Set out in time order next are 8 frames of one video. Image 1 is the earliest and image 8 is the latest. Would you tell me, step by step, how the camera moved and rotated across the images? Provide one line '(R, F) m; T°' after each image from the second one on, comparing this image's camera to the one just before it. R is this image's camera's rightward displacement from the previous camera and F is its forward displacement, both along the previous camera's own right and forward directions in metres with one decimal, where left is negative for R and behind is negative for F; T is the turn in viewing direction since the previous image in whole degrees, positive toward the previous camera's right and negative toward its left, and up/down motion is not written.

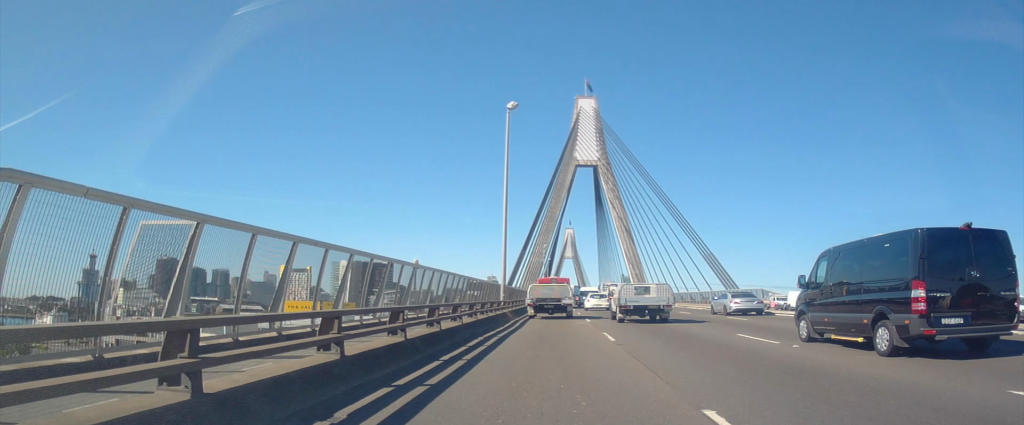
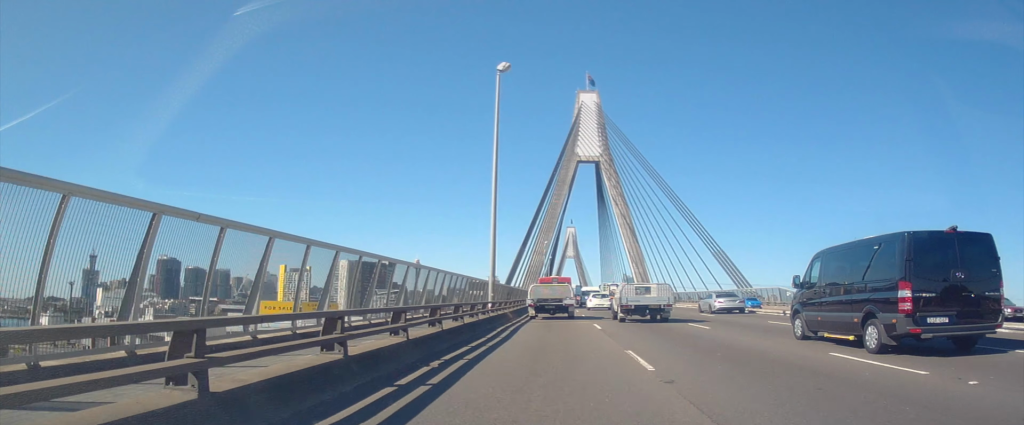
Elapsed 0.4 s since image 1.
(+0.1, +6.6) m; -1°
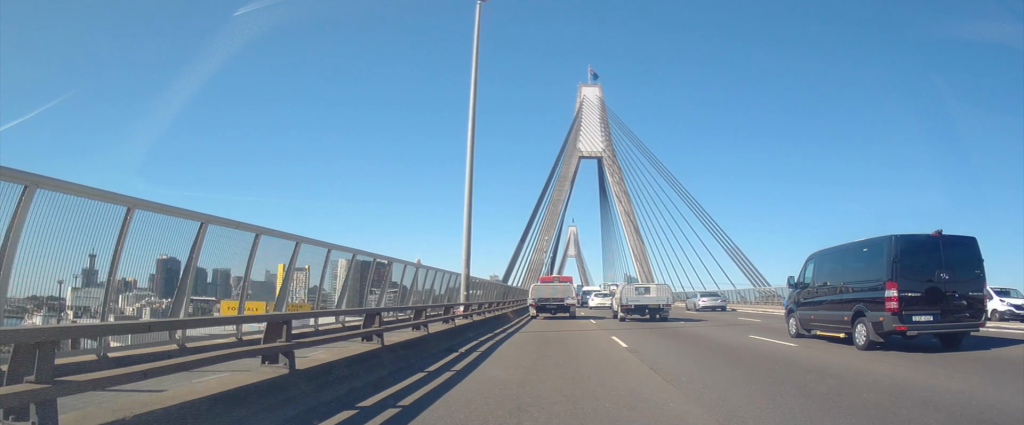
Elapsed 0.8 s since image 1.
(-0.2, +7.3) m; 0°
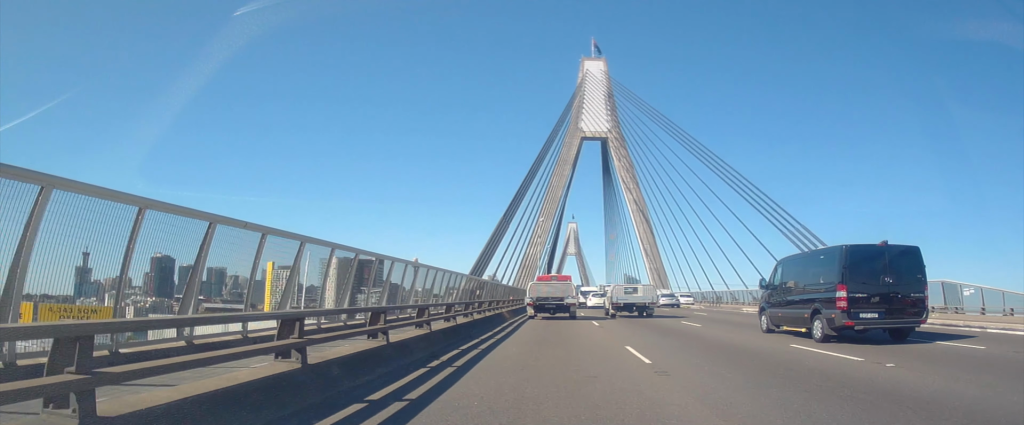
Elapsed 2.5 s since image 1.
(+0.4, +27.4) m; +1°
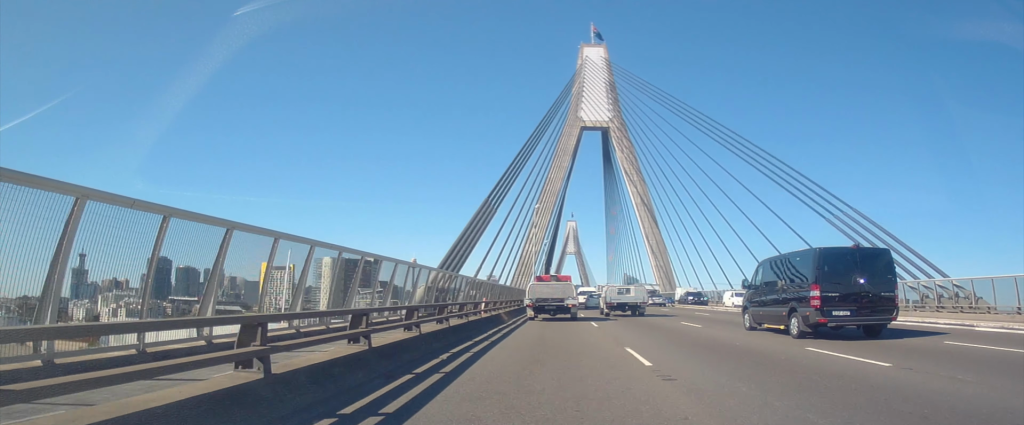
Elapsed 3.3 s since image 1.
(-0.4, +12.9) m; 0°
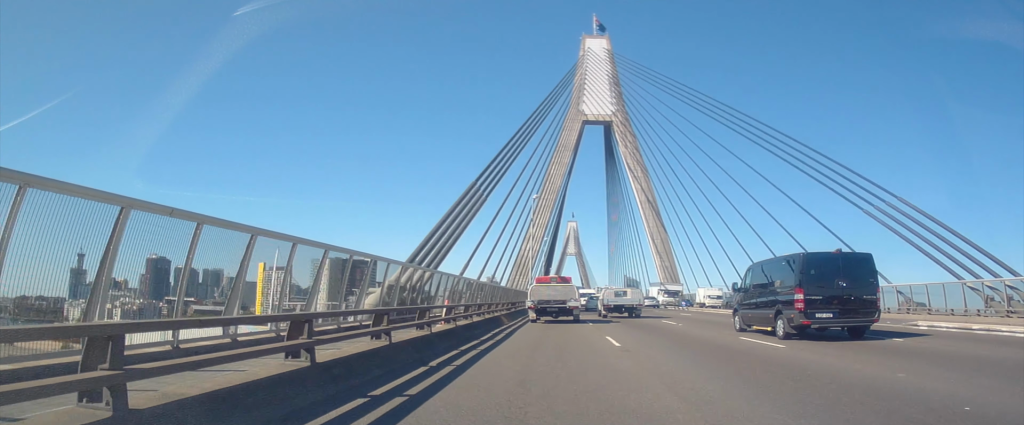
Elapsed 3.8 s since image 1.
(0.0, +7.8) m; +1°
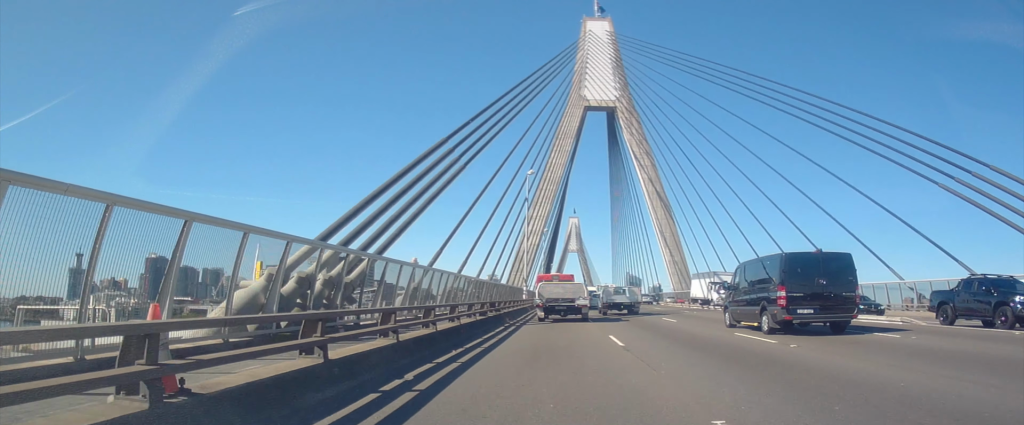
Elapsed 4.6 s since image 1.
(+0.2, +12.3) m; +2°
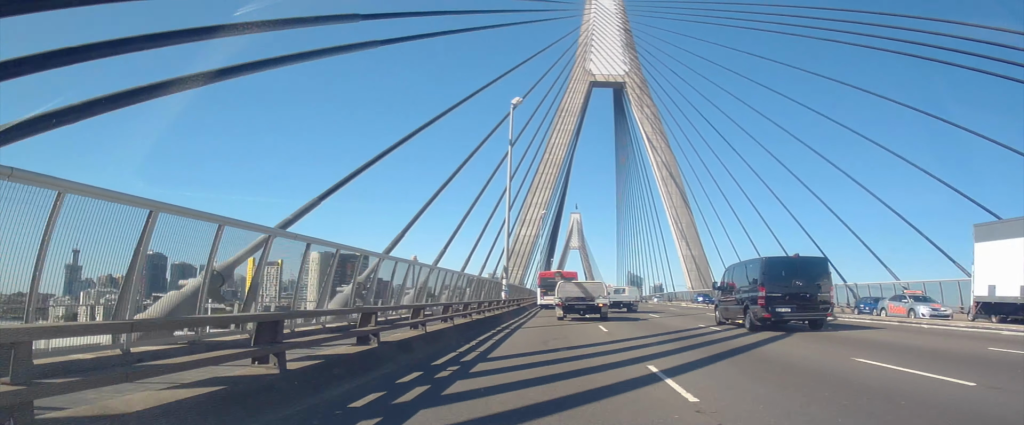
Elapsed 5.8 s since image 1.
(+0.1, +19.5) m; -2°
